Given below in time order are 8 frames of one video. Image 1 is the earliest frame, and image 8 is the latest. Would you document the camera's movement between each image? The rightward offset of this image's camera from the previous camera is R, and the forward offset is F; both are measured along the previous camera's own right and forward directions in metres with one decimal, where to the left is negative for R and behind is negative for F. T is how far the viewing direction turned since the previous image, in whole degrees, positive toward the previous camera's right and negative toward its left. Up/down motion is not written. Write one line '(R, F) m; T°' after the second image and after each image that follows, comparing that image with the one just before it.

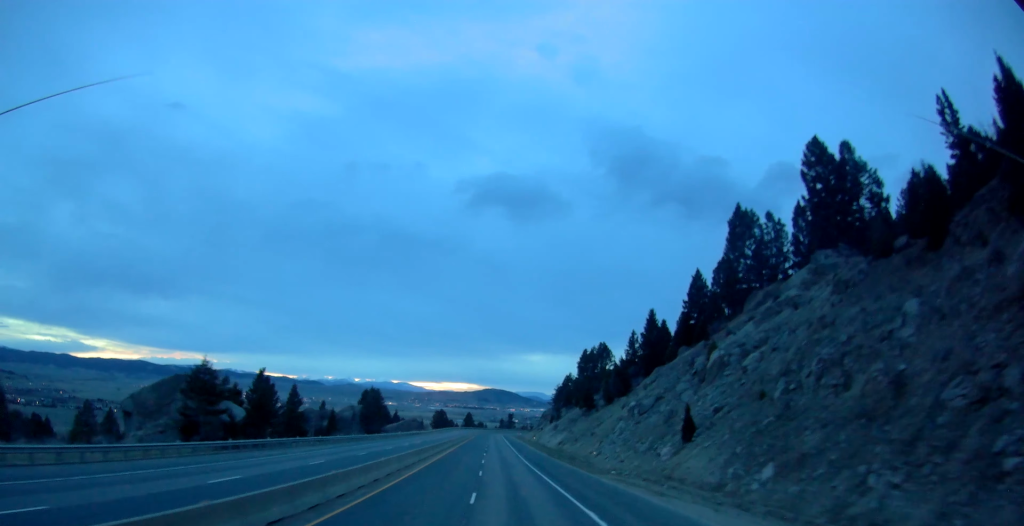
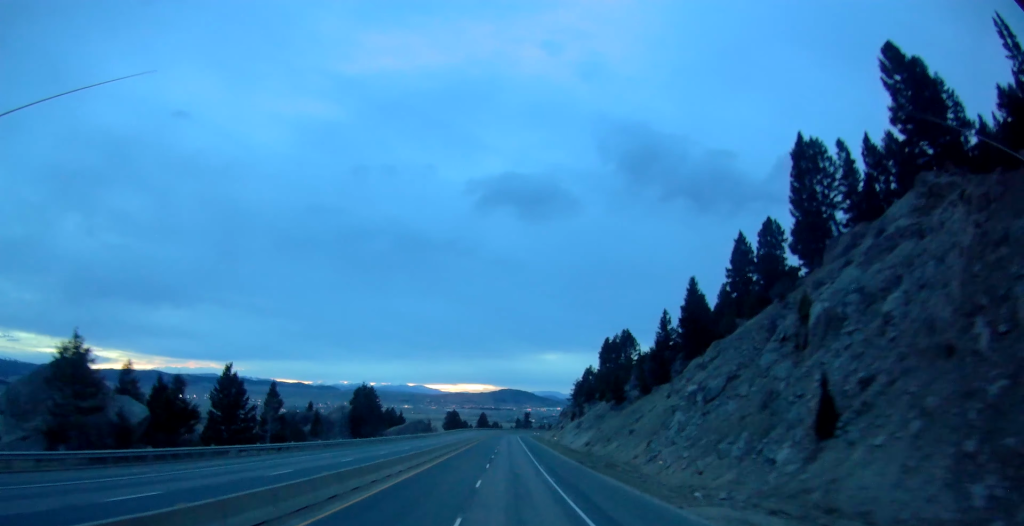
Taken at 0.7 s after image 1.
(-0.4, +18.7) m; -1°
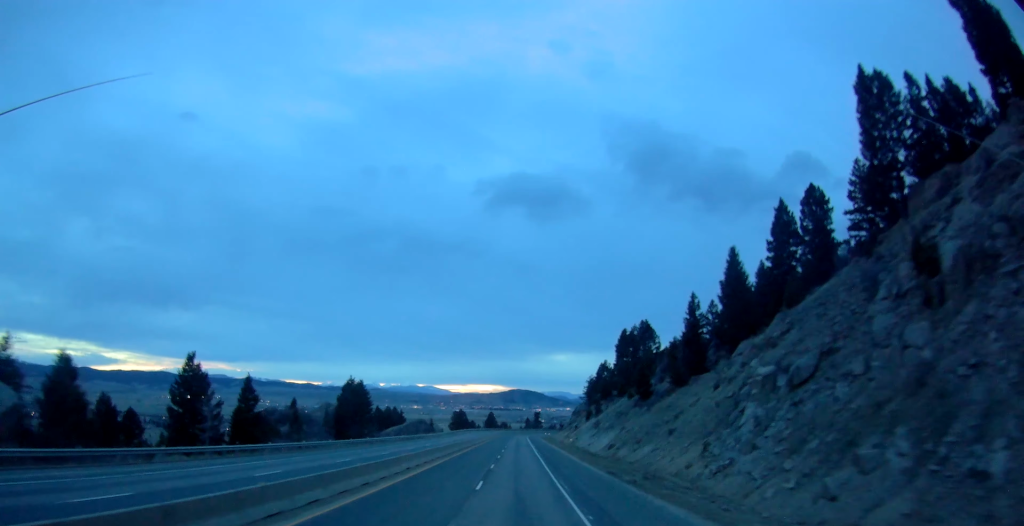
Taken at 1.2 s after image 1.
(-0.2, +14.1) m; 0°
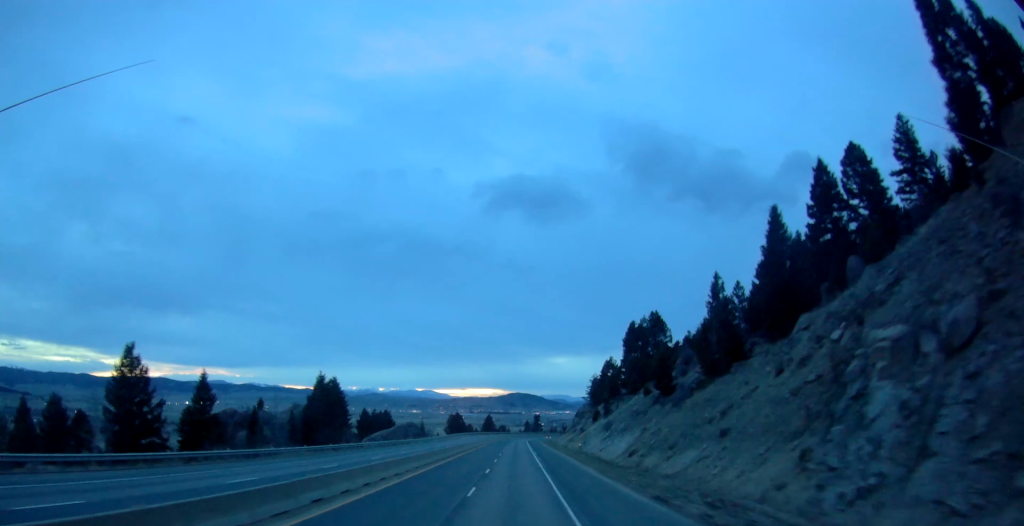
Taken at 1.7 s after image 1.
(0.0, +14.2) m; -1°
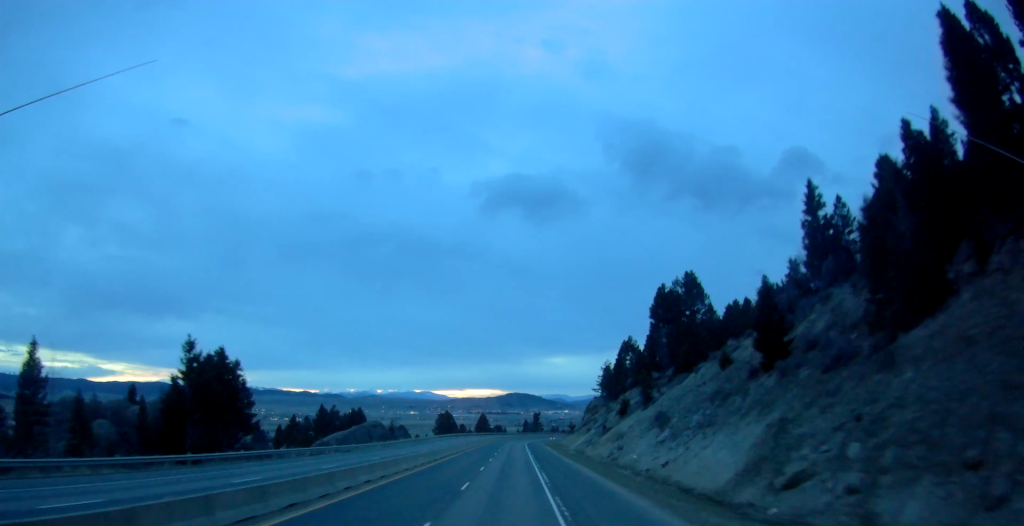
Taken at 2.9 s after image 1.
(-0.4, +34.7) m; -1°
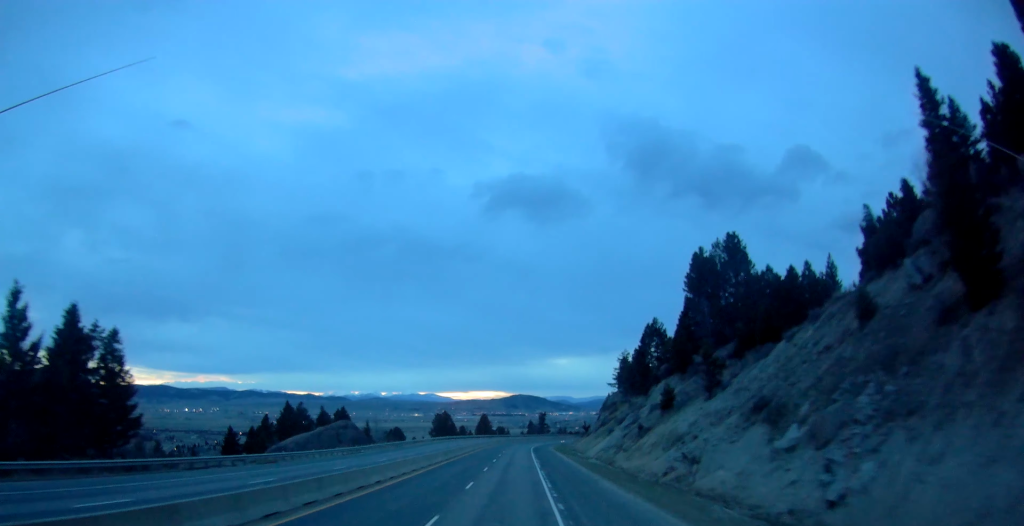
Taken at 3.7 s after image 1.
(-0.2, +22.9) m; 0°
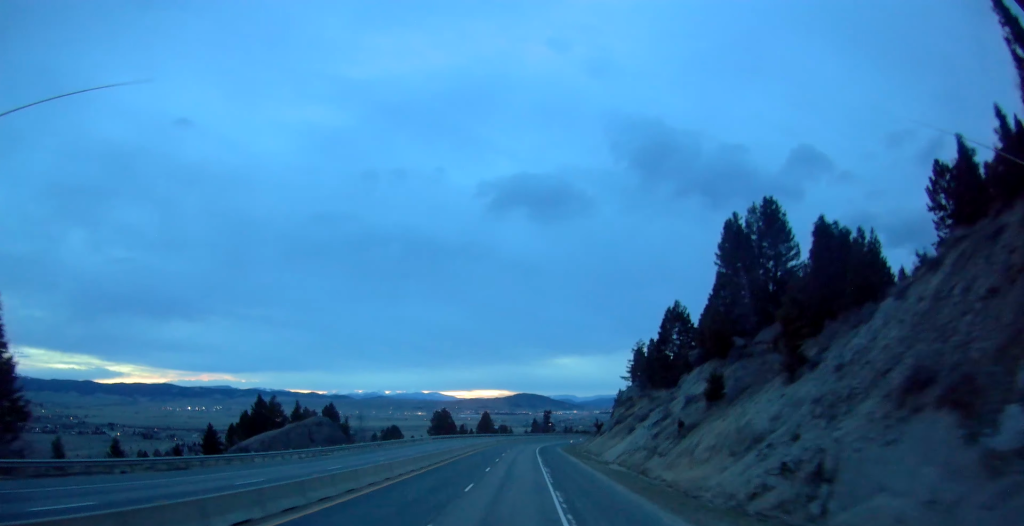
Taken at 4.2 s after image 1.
(+0.1, +14.5) m; 0°
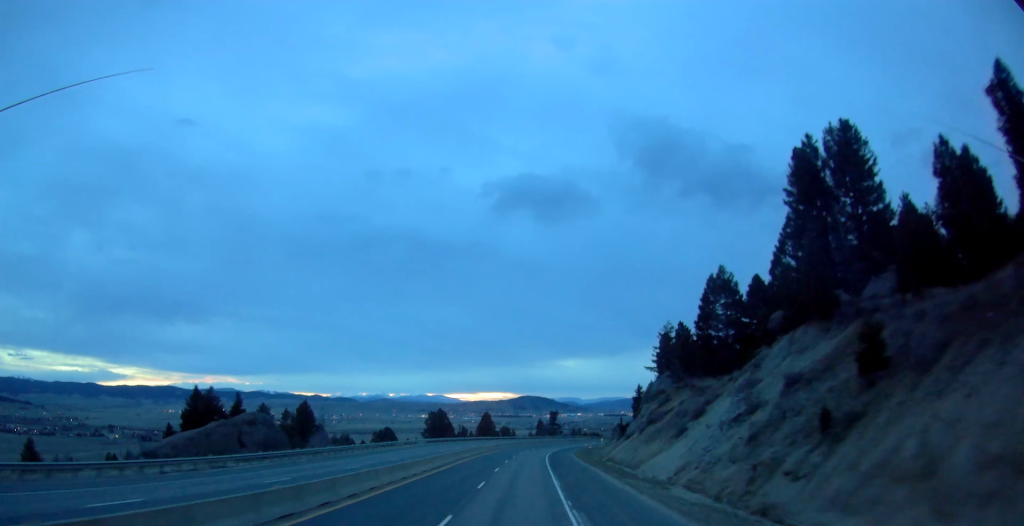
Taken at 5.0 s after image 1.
(0.0, +22.6) m; -1°
